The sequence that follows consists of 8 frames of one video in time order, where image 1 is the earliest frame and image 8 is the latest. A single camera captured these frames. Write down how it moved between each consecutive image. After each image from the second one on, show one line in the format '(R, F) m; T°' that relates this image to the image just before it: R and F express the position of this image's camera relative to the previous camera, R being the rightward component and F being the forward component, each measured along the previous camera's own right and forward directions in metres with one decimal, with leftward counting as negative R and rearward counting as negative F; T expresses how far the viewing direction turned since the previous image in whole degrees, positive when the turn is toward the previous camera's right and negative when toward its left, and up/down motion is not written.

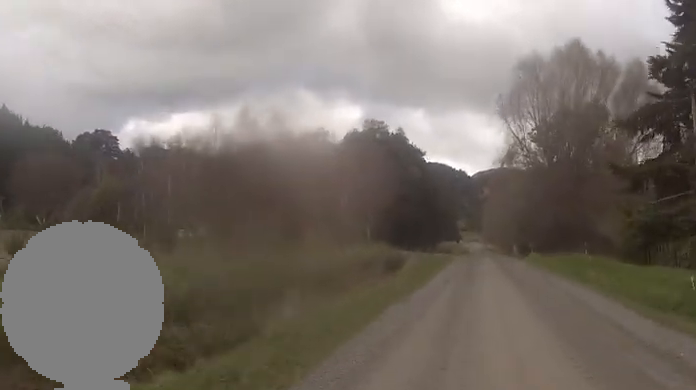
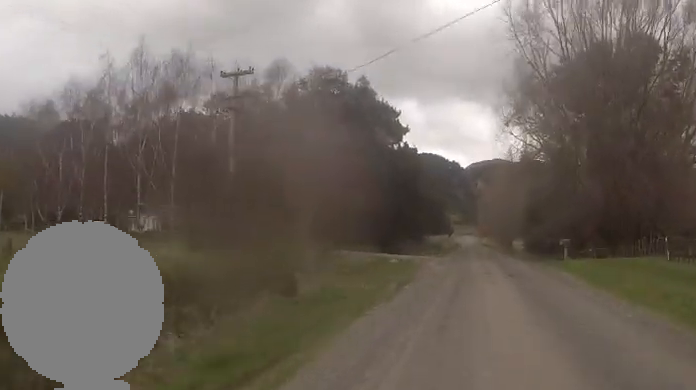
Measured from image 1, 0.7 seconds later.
(0.0, +18.9) m; 0°
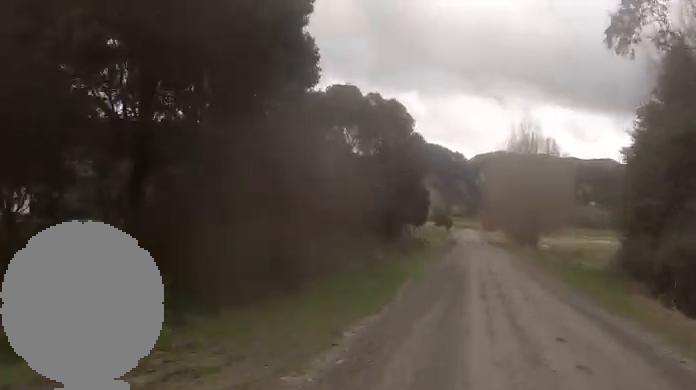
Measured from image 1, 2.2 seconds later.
(0.0, +37.0) m; 0°
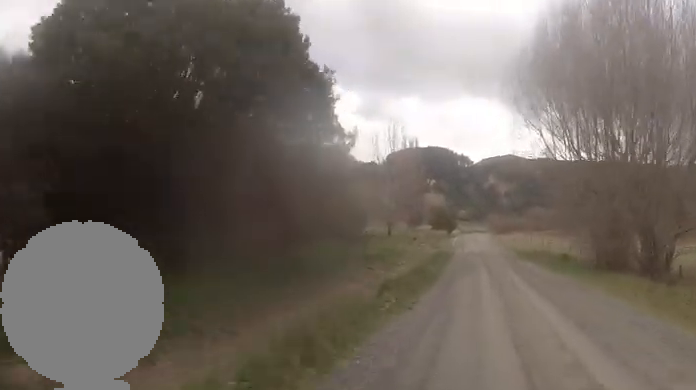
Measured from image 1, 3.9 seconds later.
(0.0, +46.2) m; 0°
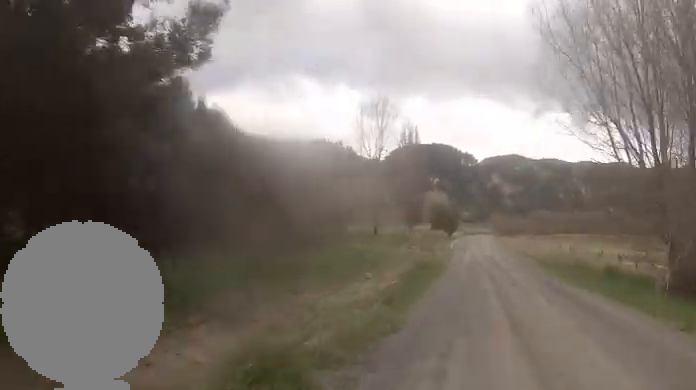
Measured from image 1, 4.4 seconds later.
(0.0, +12.3) m; 0°
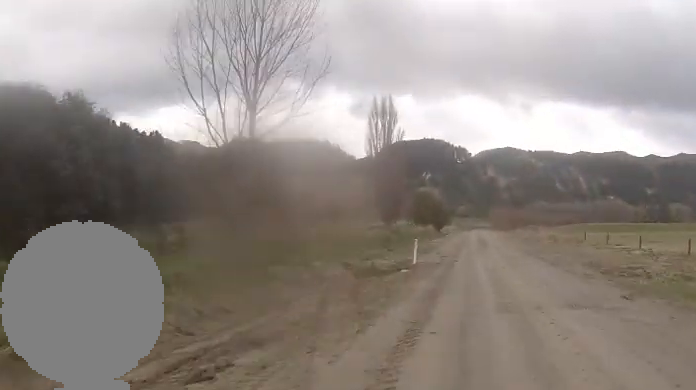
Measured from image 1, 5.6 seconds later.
(0.0, +31.5) m; 0°
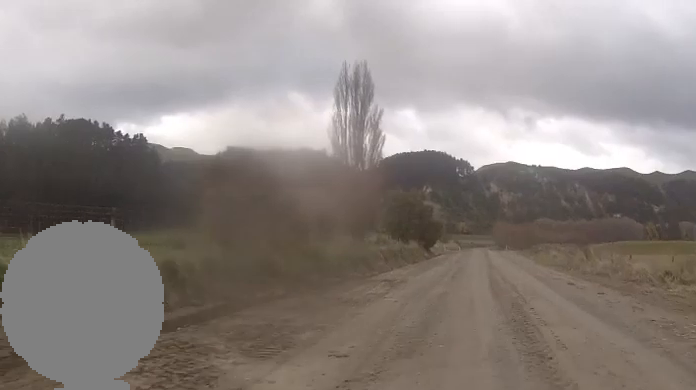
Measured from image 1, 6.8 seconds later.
(0.0, +29.9) m; 0°
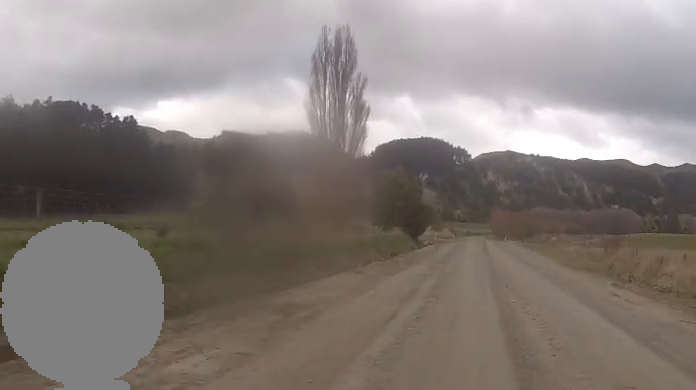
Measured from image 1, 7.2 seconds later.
(0.0, +10.5) m; 0°
